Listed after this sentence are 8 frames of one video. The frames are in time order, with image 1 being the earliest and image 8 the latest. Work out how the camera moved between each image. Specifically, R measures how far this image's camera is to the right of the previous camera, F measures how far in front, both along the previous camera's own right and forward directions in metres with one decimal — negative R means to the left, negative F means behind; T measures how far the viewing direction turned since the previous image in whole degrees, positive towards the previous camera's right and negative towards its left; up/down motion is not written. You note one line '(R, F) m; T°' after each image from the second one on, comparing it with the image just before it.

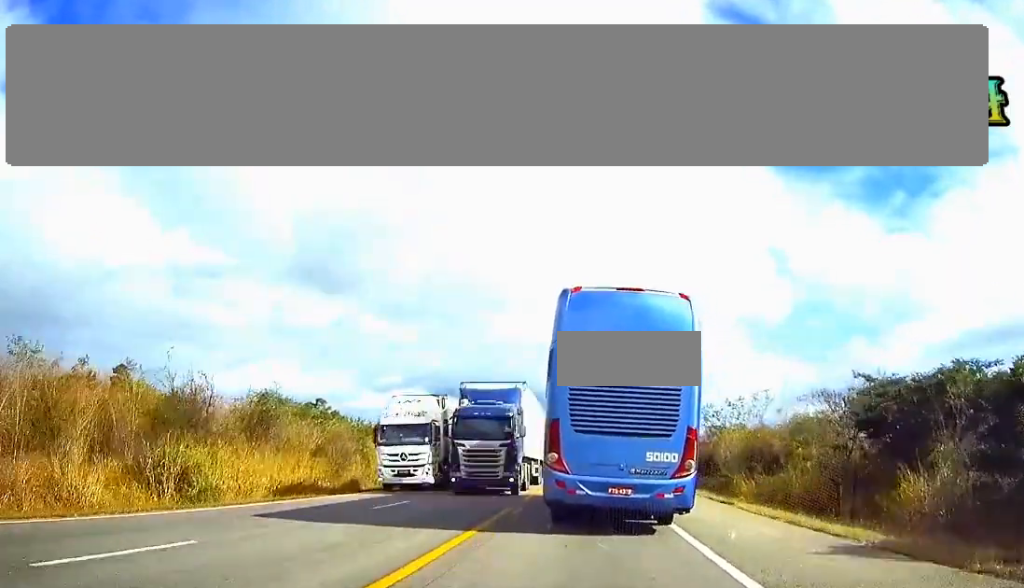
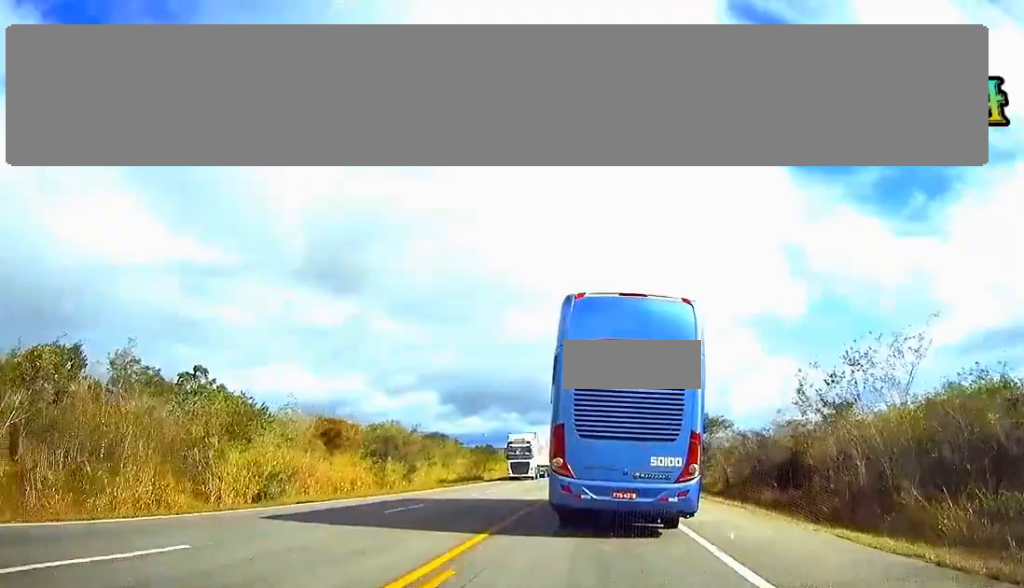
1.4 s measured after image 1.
(-0.2, +29.9) m; 0°
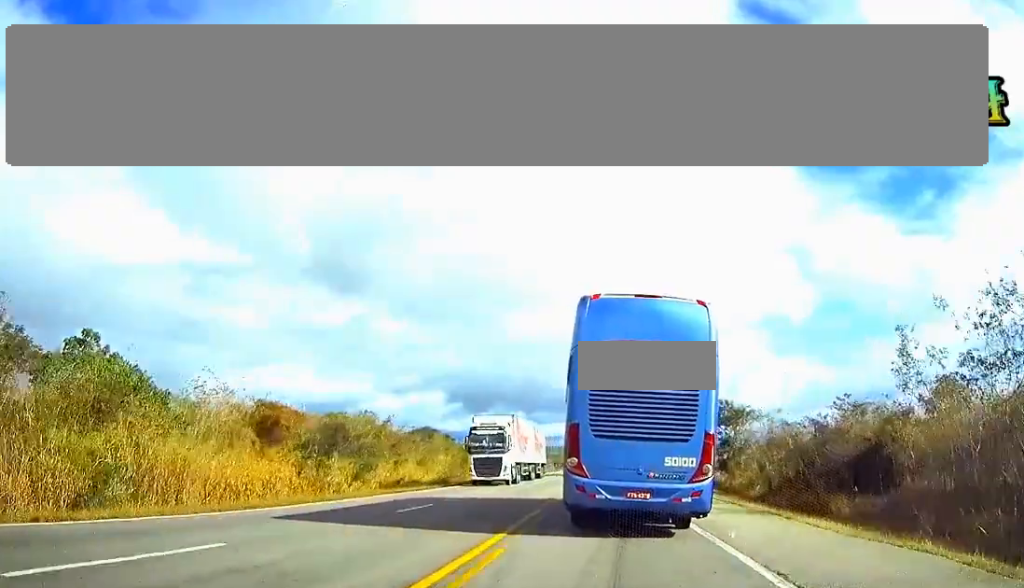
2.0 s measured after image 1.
(0.0, +13.8) m; 0°
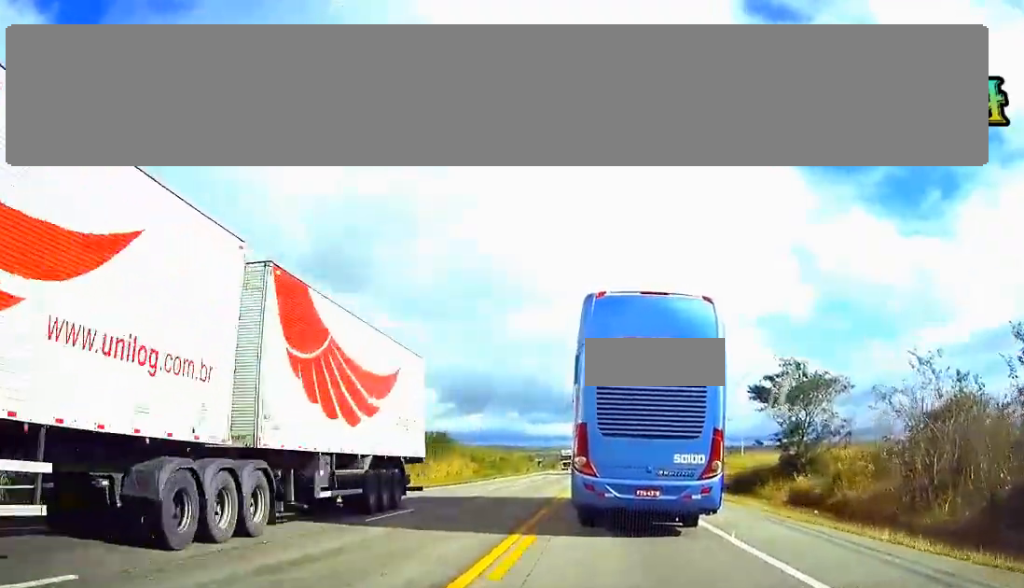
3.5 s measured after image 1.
(-0.1, +32.2) m; 0°
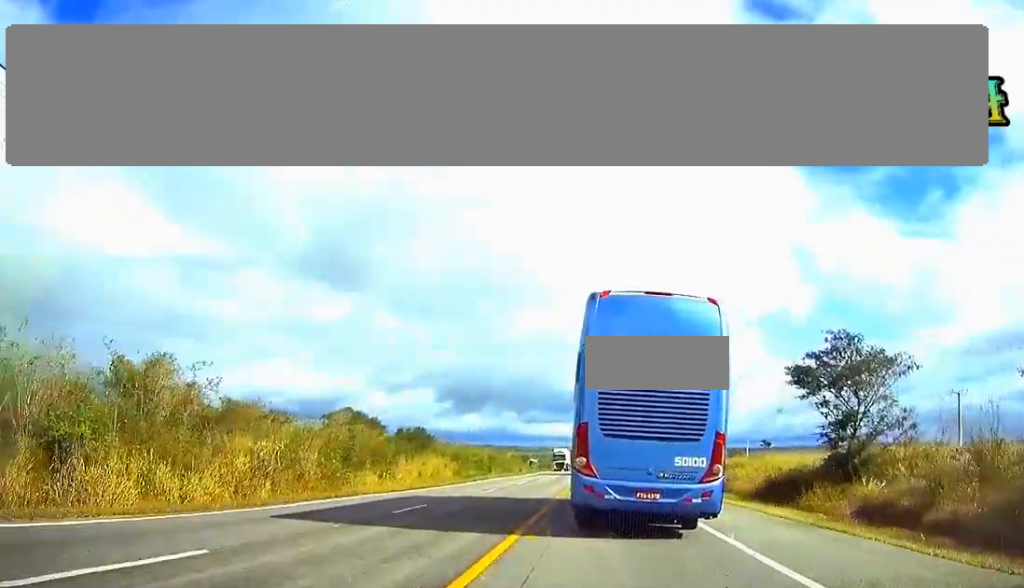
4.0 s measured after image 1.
(0.0, +11.8) m; 0°
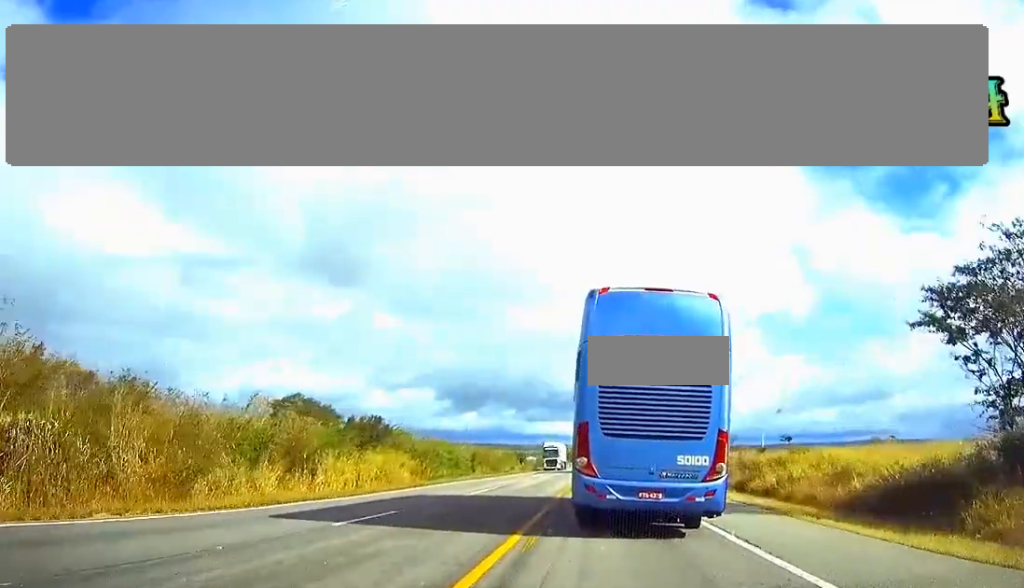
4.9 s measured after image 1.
(0.0, +19.1) m; 0°
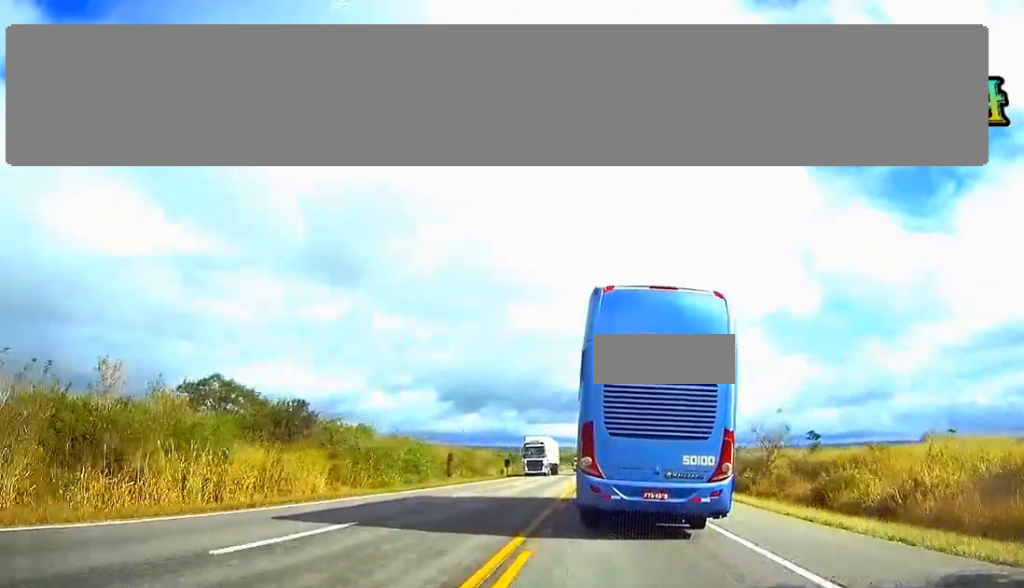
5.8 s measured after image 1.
(0.0, +20.5) m; 0°
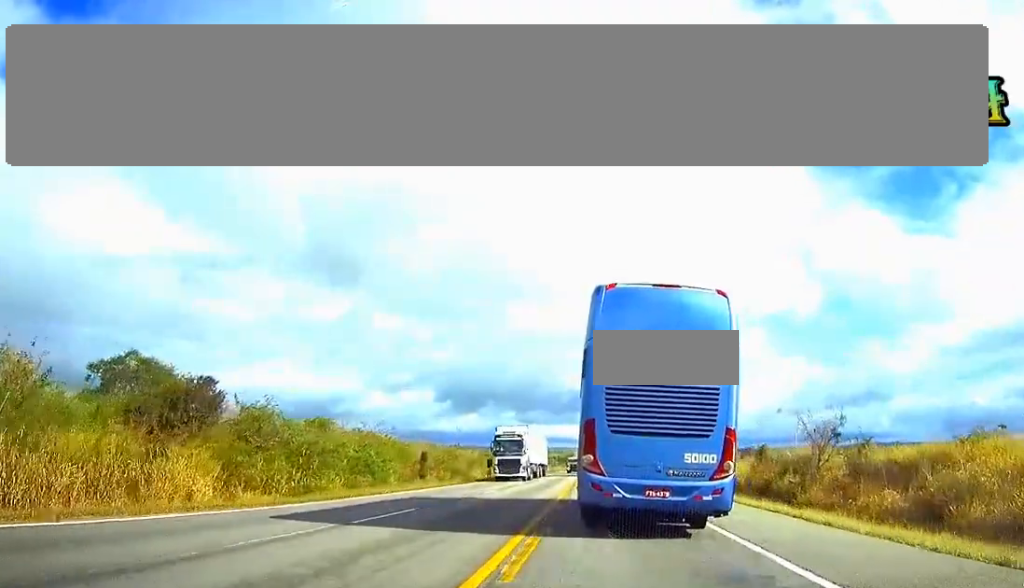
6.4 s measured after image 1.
(0.0, +13.8) m; 0°
